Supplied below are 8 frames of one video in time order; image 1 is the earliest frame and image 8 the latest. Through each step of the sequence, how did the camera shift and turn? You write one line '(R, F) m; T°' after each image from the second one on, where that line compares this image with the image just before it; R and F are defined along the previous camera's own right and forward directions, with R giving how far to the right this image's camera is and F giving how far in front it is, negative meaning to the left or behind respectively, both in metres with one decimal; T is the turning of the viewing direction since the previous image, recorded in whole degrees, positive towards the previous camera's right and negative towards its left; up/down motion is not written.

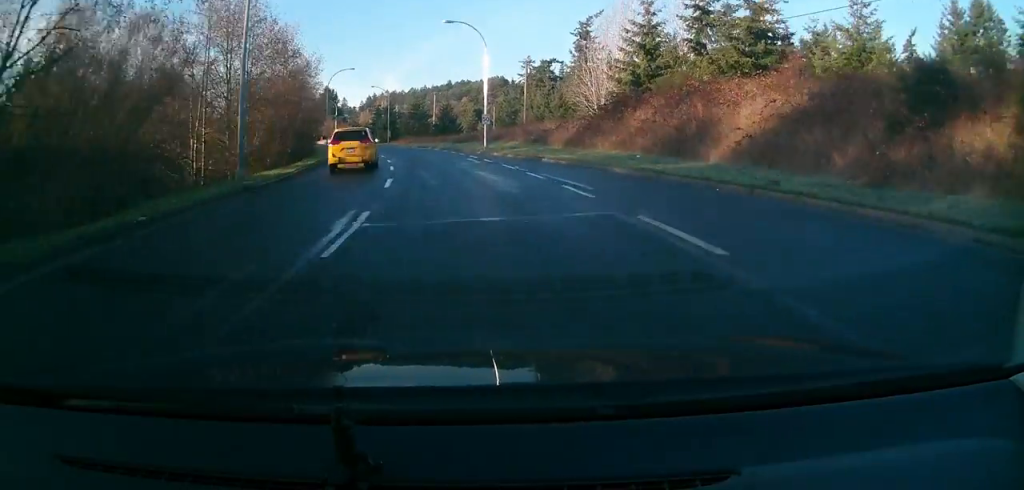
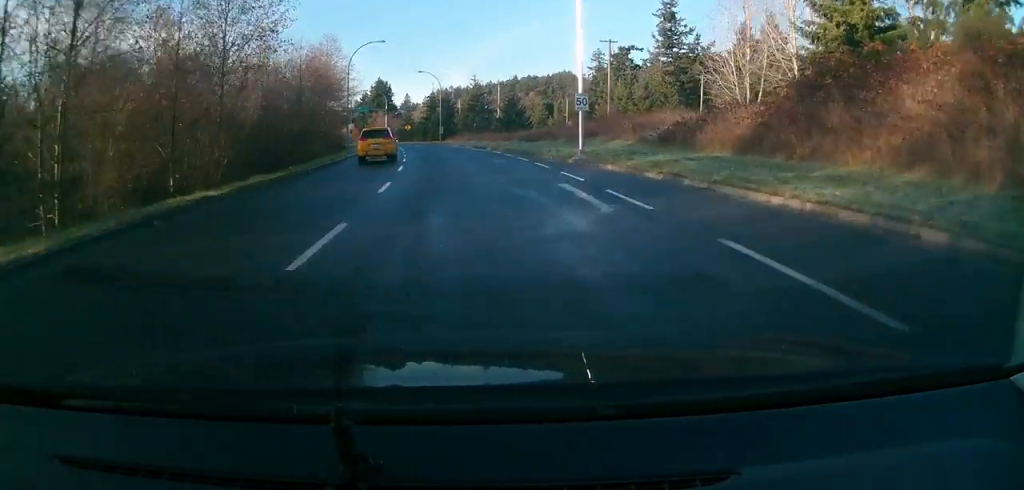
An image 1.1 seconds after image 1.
(0.0, +19.0) m; -7°
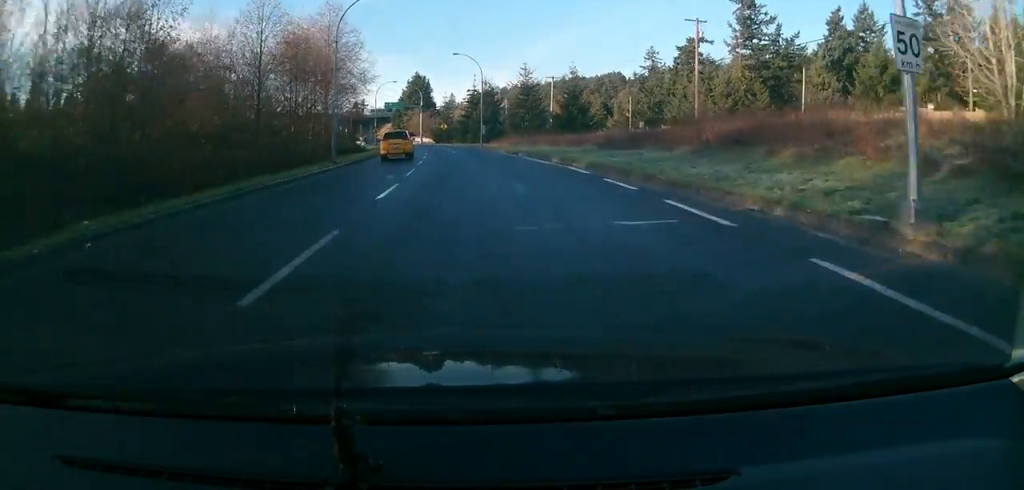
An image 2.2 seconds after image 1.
(-2.5, +17.7) m; -12°
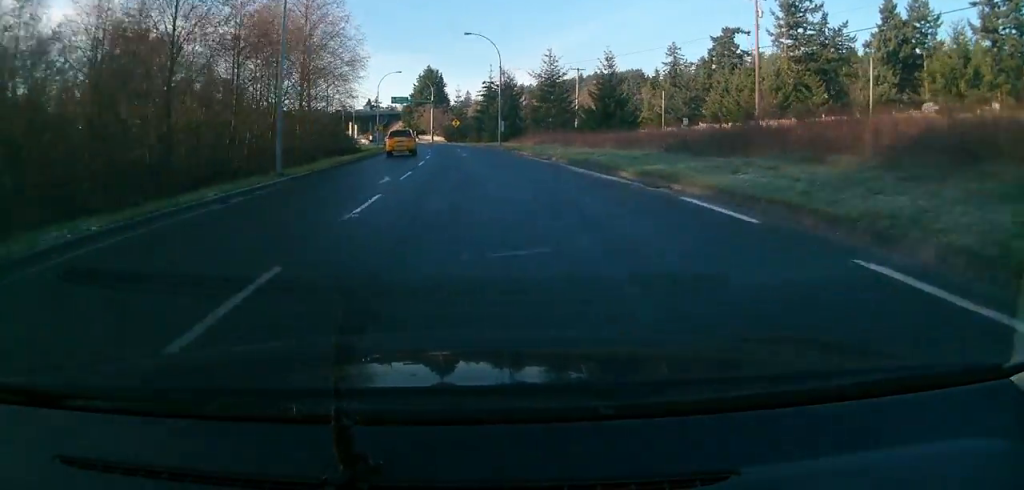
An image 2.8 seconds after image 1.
(-0.6, +11.2) m; -3°
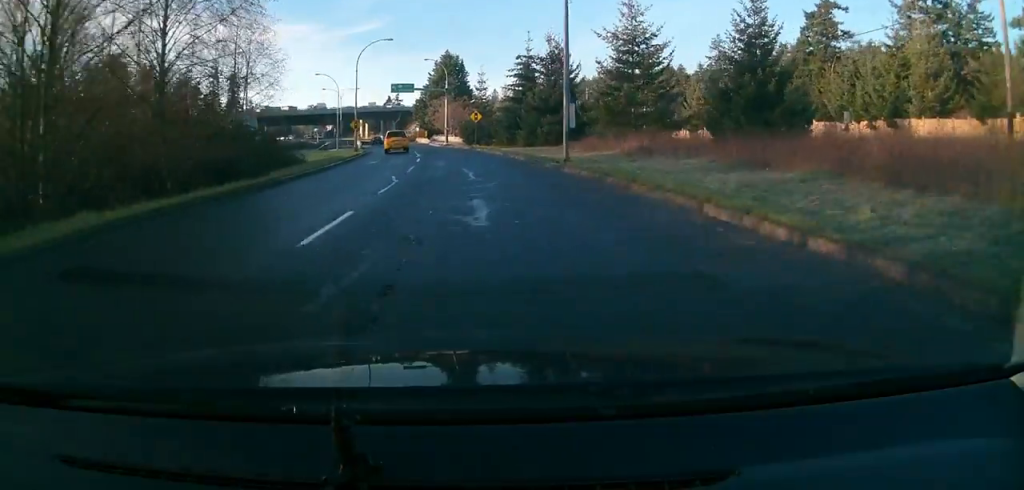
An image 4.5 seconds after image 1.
(-0.4, +27.4) m; -4°
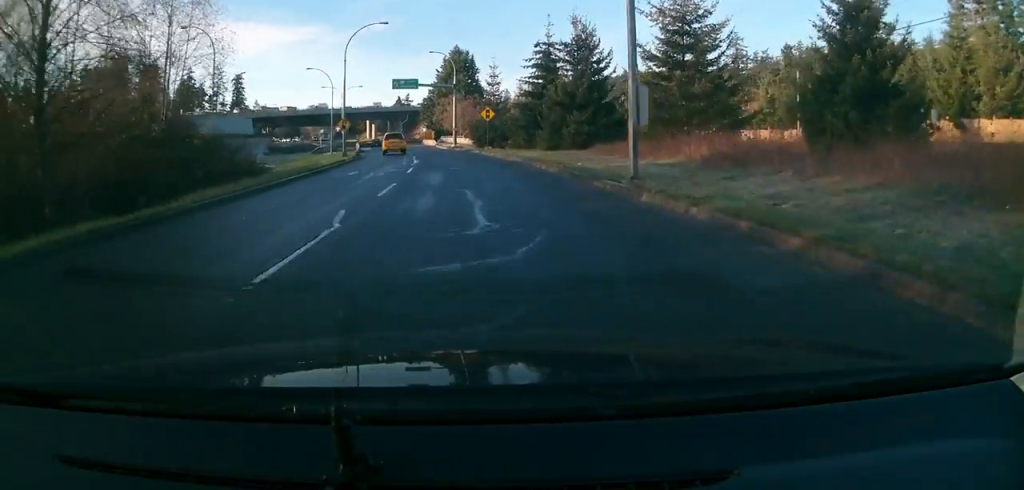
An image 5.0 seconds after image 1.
(-0.4, +9.5) m; -4°
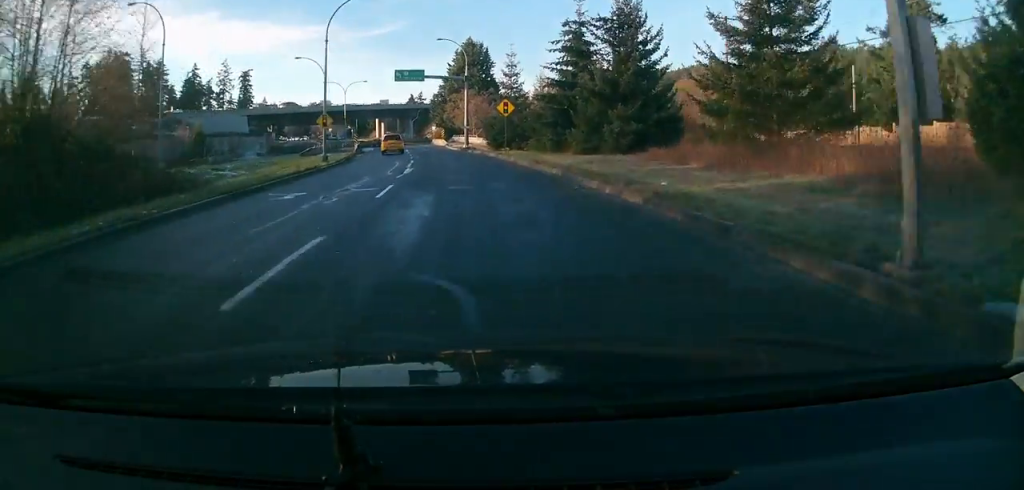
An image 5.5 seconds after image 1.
(-0.1, +10.3) m; -4°
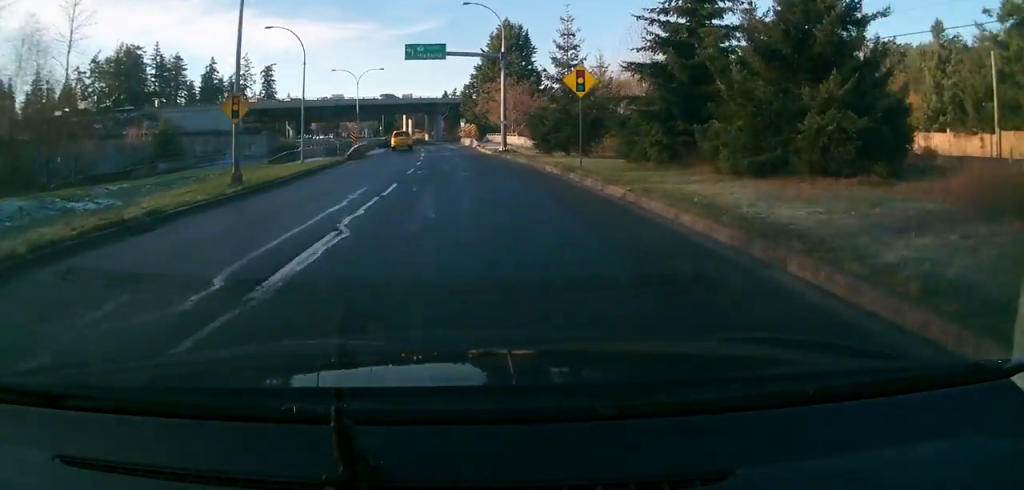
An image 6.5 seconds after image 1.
(-1.4, +20.7) m; -3°
